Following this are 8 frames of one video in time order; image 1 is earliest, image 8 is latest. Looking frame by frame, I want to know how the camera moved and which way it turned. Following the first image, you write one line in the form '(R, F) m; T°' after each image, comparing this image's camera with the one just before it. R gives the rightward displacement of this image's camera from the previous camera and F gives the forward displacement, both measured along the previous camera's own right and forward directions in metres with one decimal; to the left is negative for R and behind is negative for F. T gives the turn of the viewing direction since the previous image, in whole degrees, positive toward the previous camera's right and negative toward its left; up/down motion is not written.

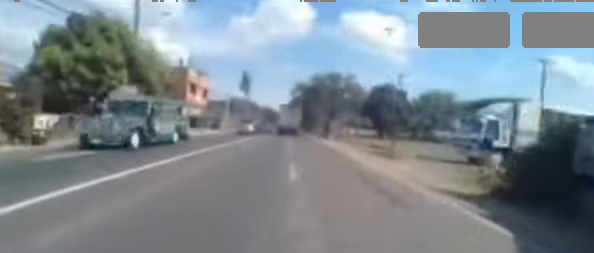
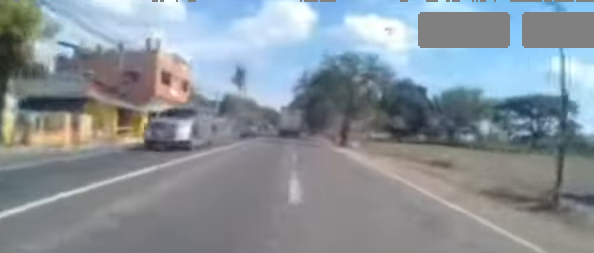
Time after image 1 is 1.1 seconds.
(+0.2, +10.5) m; 0°
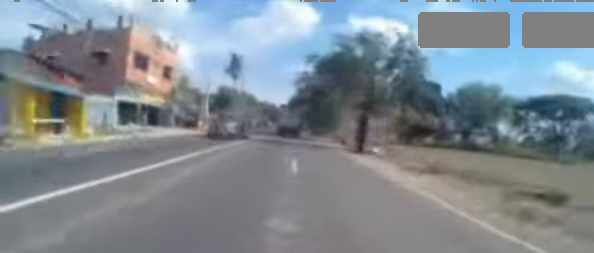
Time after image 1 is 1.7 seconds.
(0.0, +5.9) m; 0°
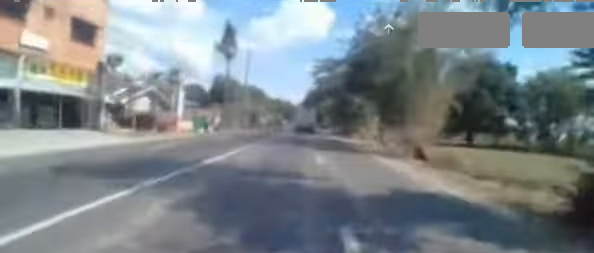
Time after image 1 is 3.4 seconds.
(+0.1, +15.6) m; 0°
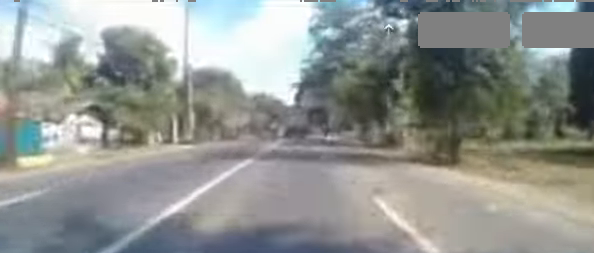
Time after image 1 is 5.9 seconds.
(-0.1, +25.3) m; +1°
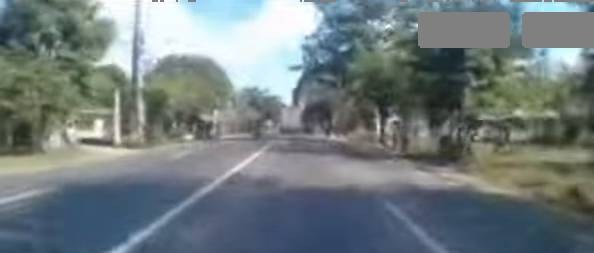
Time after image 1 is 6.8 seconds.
(-0.1, +9.2) m; 0°
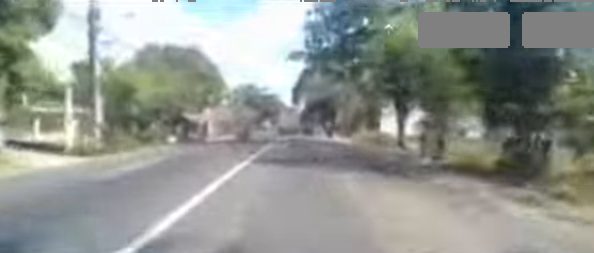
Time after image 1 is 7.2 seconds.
(+0.2, +4.5) m; 0°
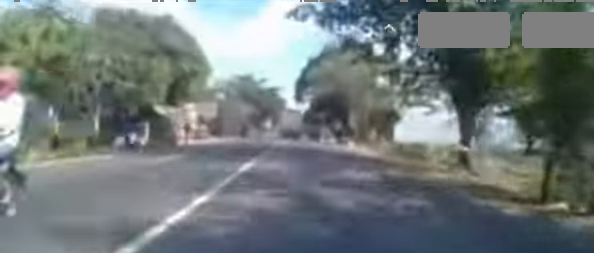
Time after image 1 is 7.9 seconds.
(-0.1, +7.7) m; -1°
